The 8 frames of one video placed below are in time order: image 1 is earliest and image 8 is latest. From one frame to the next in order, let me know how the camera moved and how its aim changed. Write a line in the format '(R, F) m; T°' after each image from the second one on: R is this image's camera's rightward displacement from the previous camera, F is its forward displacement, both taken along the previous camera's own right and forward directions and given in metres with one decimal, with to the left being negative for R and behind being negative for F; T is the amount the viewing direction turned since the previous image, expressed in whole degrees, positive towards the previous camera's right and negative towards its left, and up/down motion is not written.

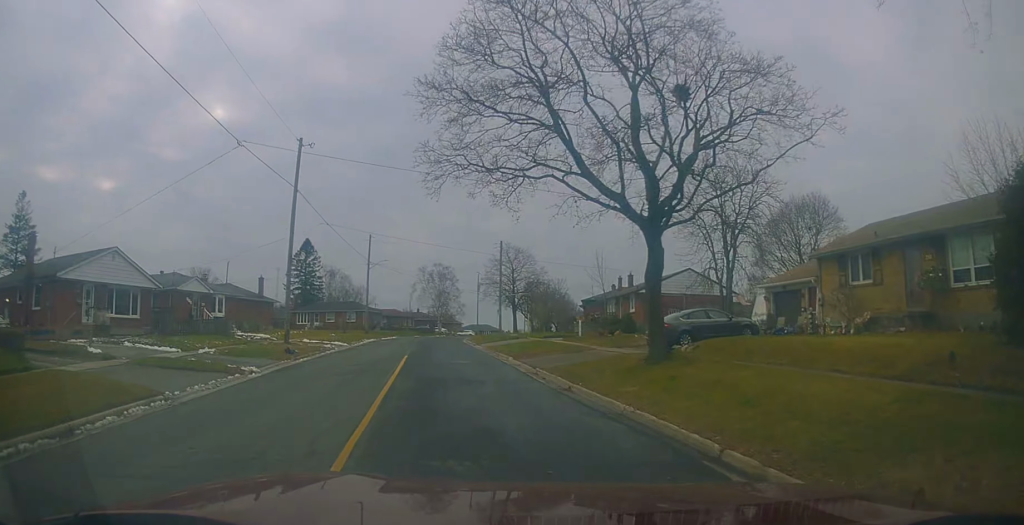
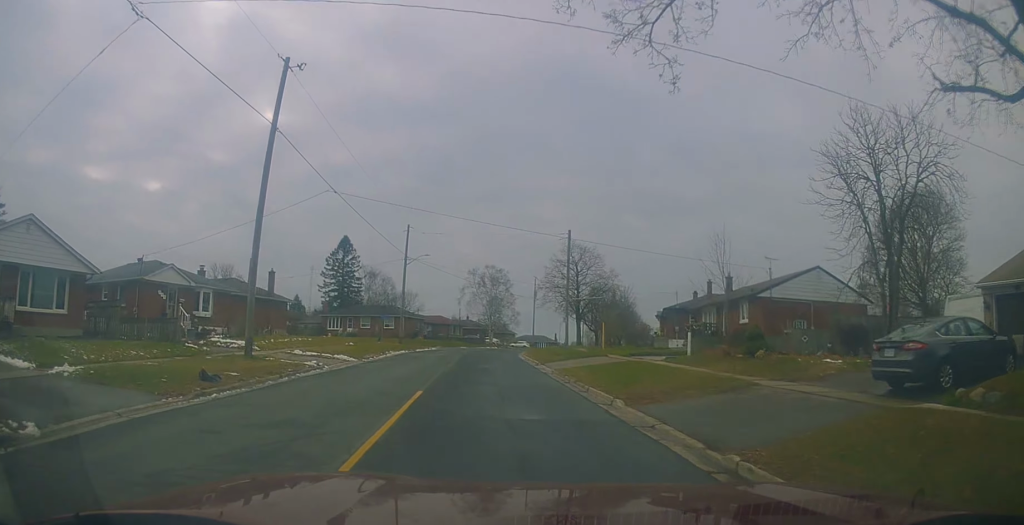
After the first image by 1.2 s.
(-1.0, +11.8) m; -6°
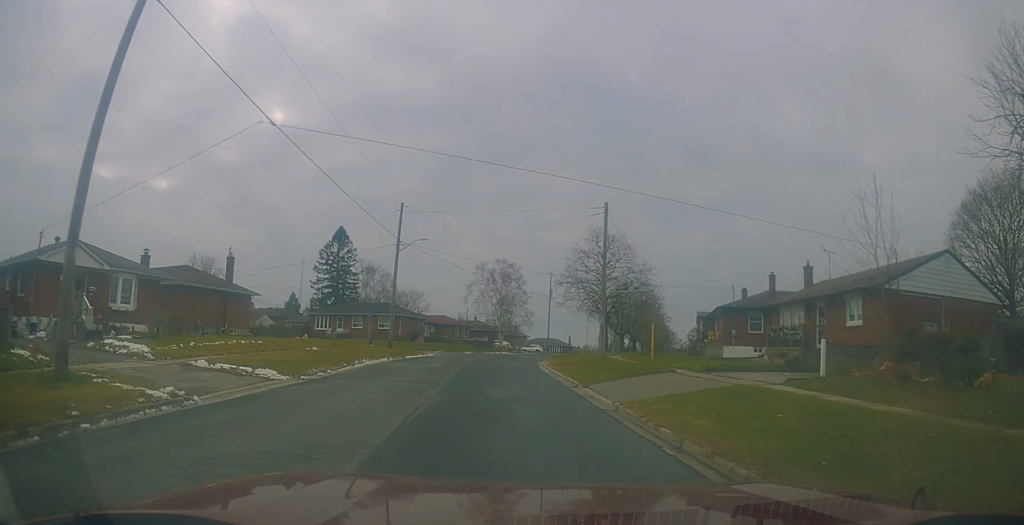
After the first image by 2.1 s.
(-0.1, +10.7) m; -1°
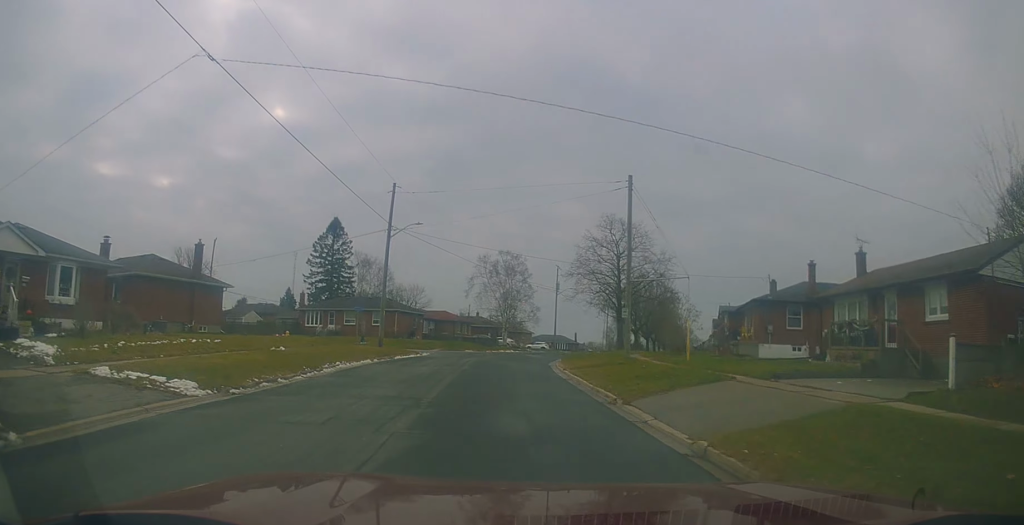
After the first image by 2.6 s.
(+0.2, +5.4) m; 0°
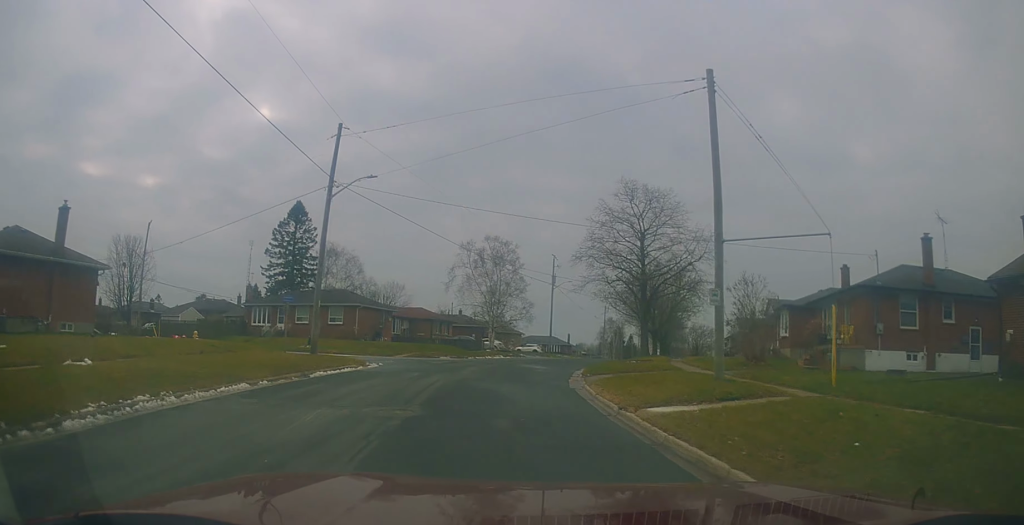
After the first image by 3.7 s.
(-0.2, +12.9) m; +5°
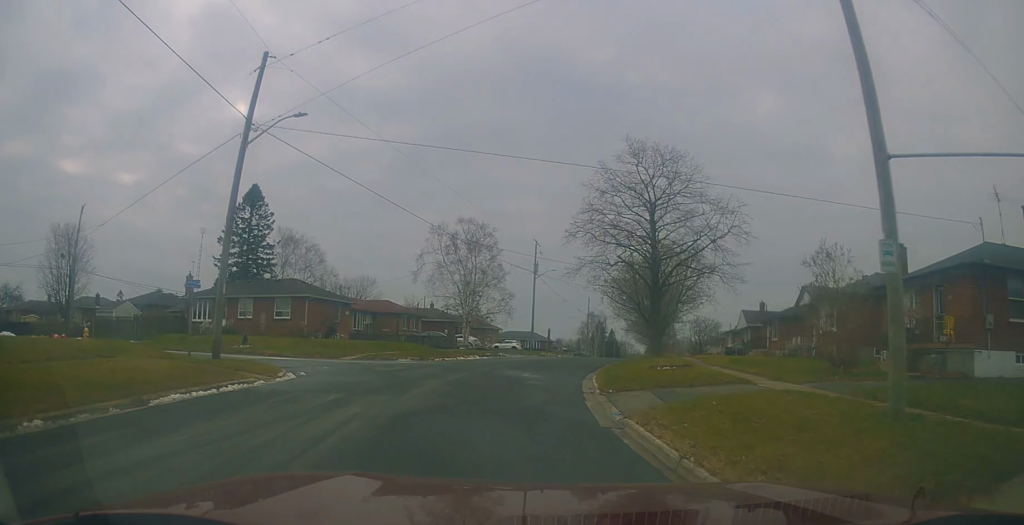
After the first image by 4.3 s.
(+0.8, +8.3) m; +4°
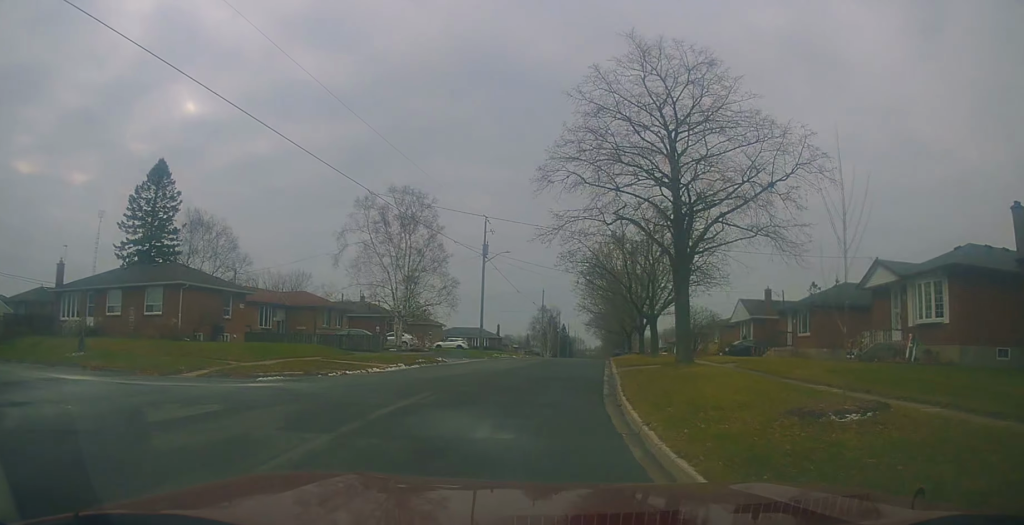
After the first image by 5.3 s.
(+0.2, +12.2) m; +2°
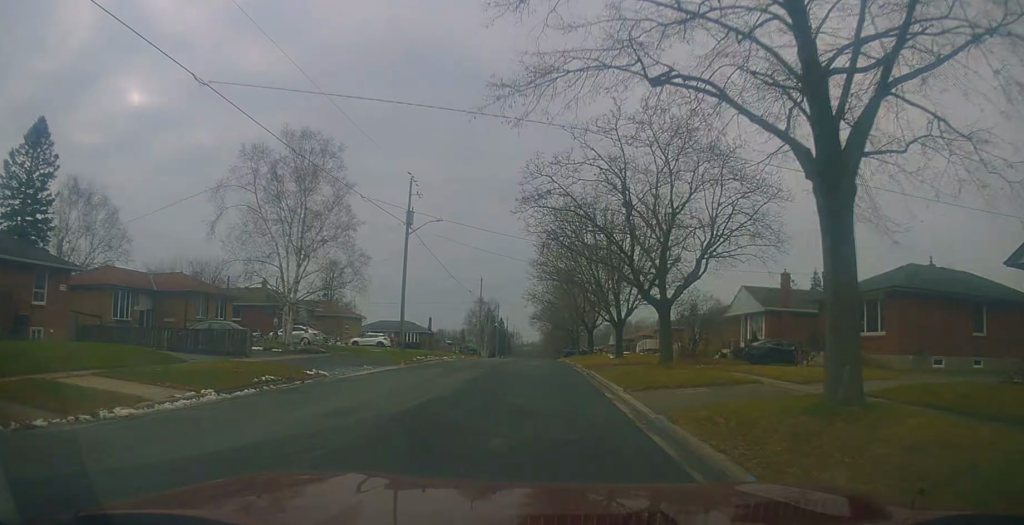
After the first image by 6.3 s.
(+0.4, +13.0) m; +5°
